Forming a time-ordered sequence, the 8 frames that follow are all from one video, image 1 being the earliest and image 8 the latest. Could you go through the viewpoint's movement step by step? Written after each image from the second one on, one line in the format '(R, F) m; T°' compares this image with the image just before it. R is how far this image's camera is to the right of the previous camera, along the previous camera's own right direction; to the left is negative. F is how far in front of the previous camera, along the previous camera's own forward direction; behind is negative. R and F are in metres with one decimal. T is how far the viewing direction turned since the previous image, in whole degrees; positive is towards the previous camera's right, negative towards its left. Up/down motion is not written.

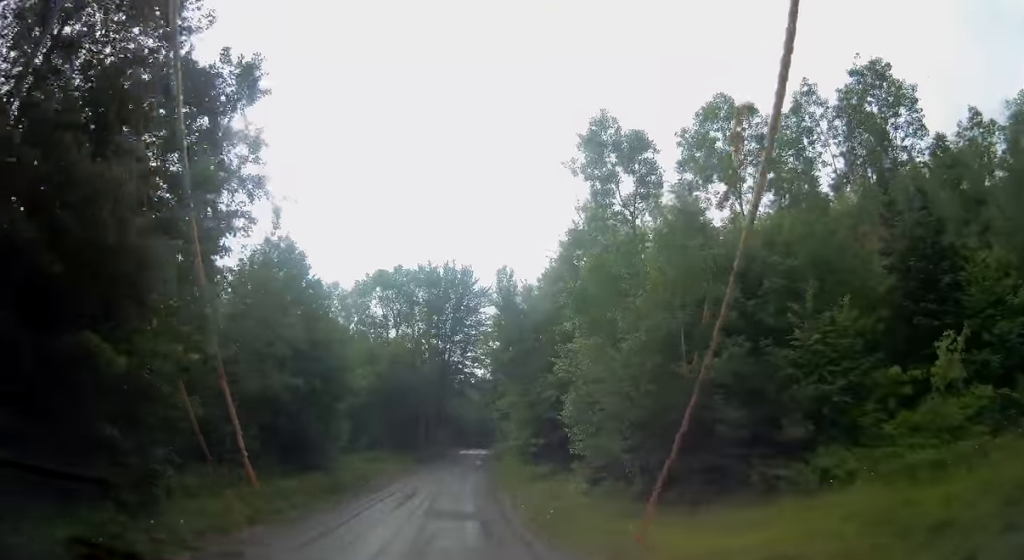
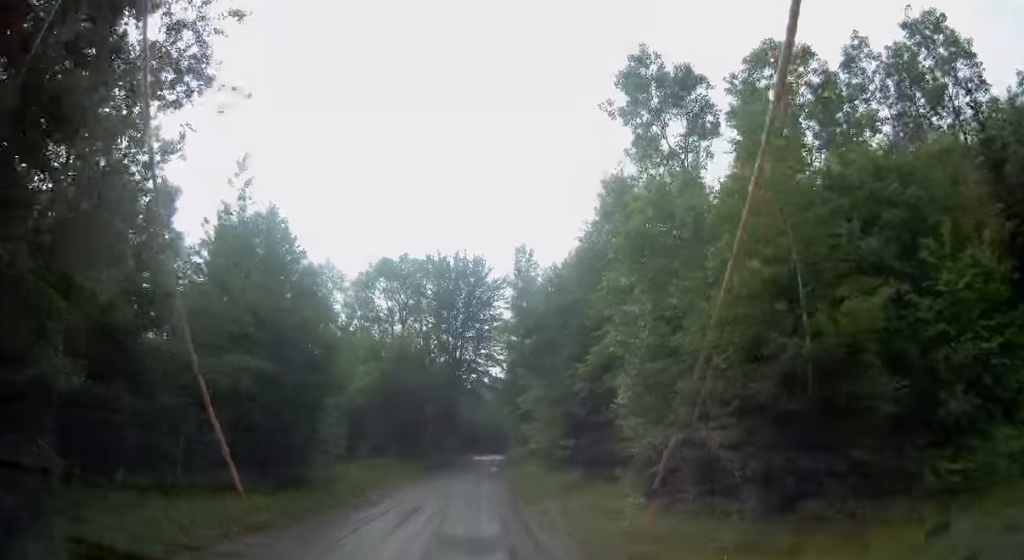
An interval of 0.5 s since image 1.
(-0.1, +5.4) m; -1°
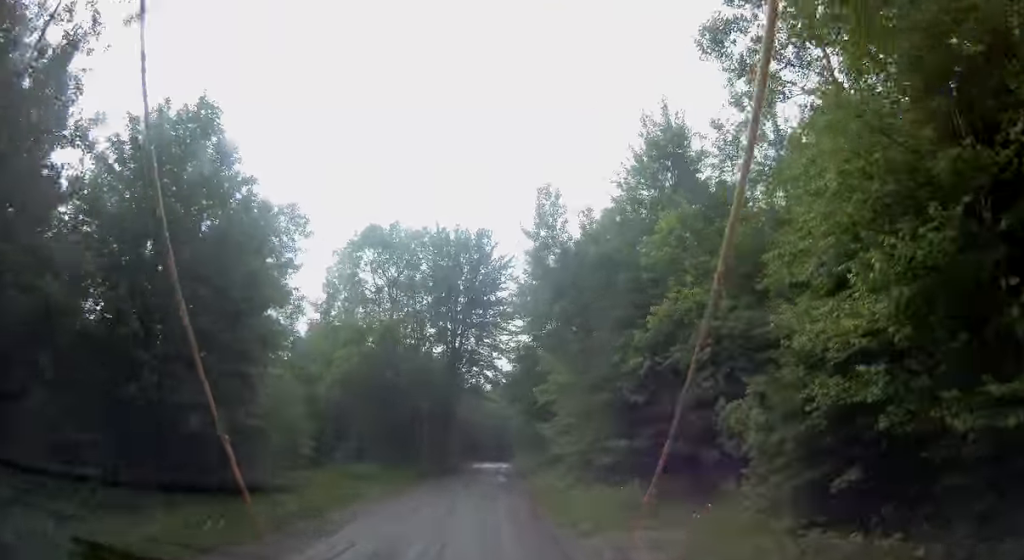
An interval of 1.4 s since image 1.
(-0.2, +9.2) m; -1°
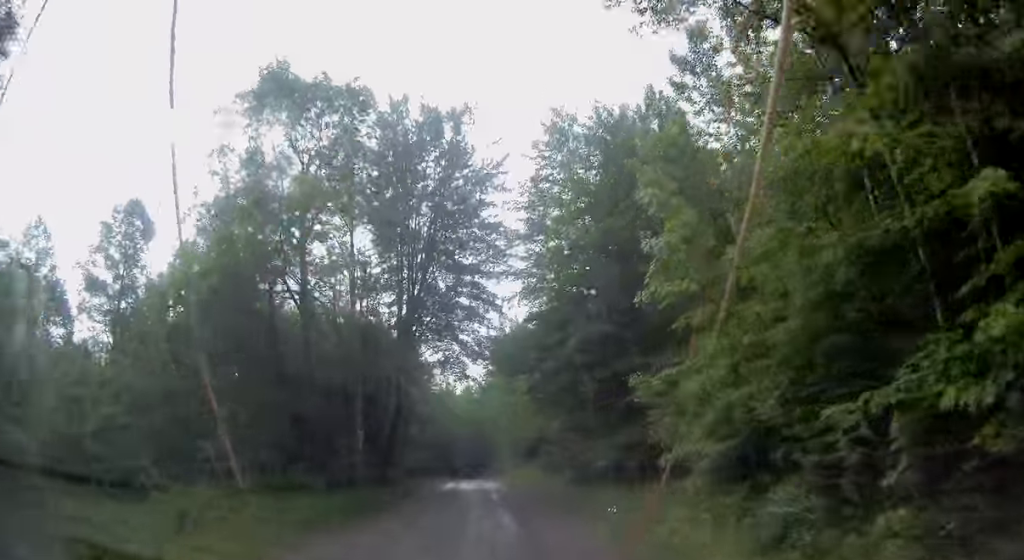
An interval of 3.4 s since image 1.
(+0.2, +19.8) m; +3°
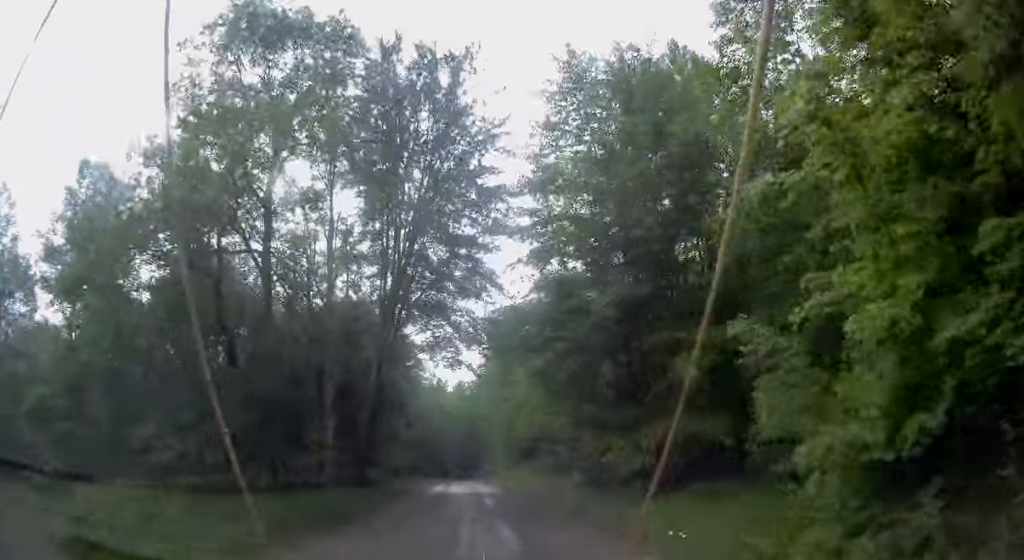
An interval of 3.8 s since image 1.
(+0.1, +4.3) m; +2°
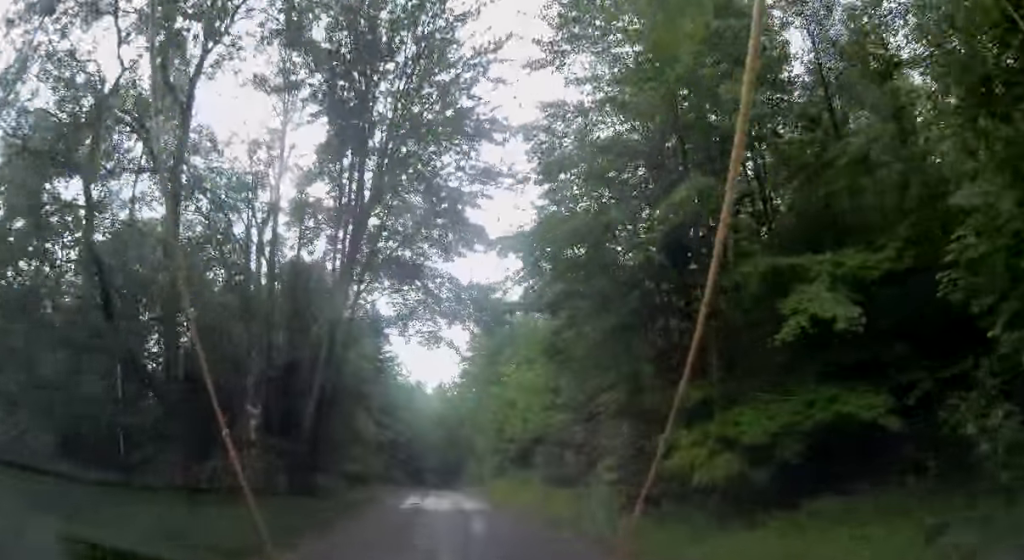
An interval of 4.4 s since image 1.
(+0.1, +6.2) m; +2°
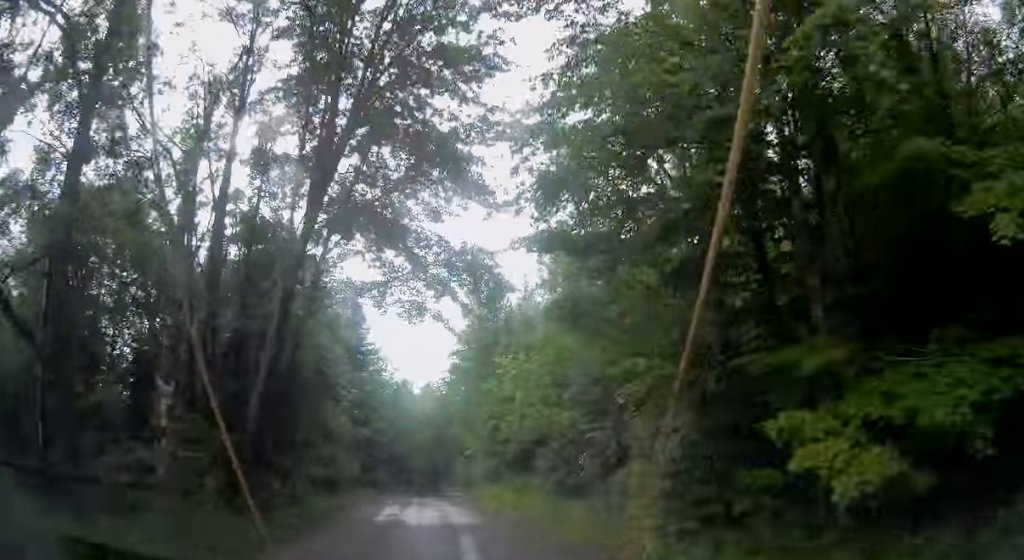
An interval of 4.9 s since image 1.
(+0.1, +4.3) m; +2°
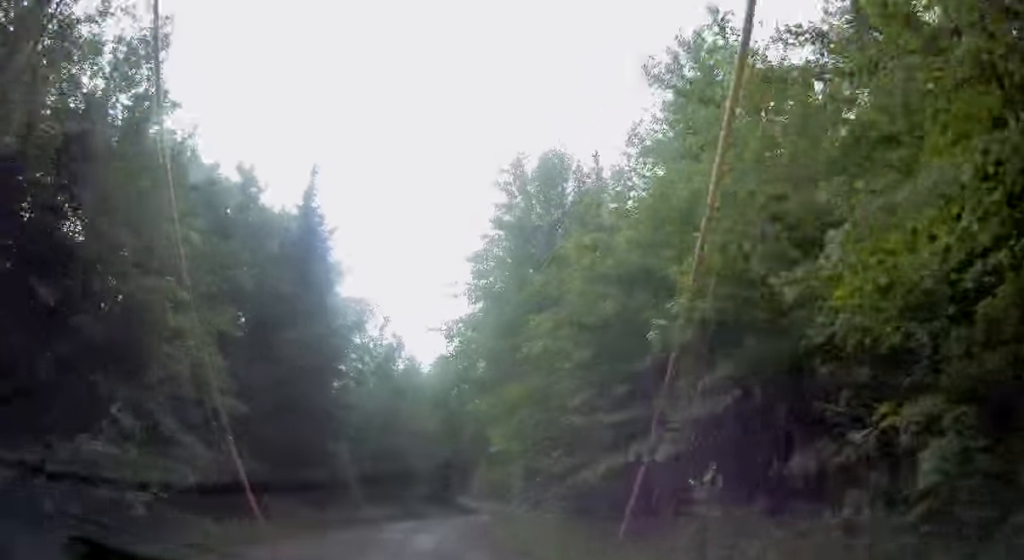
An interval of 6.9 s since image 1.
(-0.1, +19.5) m; -4°
